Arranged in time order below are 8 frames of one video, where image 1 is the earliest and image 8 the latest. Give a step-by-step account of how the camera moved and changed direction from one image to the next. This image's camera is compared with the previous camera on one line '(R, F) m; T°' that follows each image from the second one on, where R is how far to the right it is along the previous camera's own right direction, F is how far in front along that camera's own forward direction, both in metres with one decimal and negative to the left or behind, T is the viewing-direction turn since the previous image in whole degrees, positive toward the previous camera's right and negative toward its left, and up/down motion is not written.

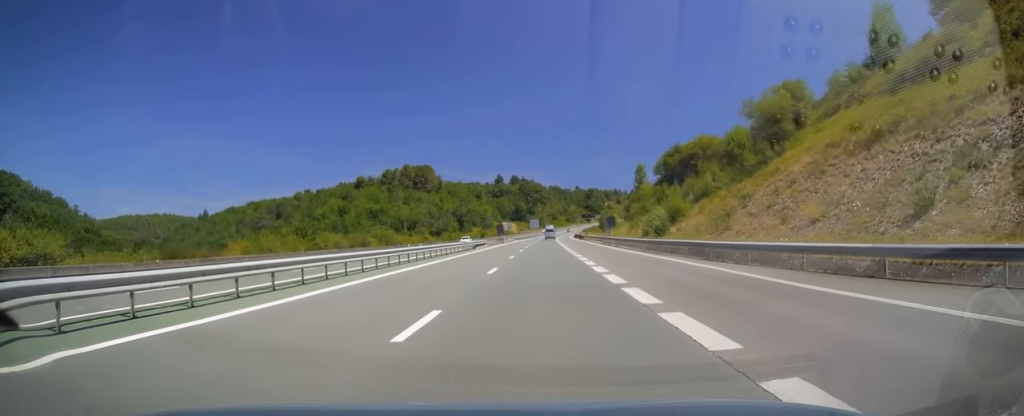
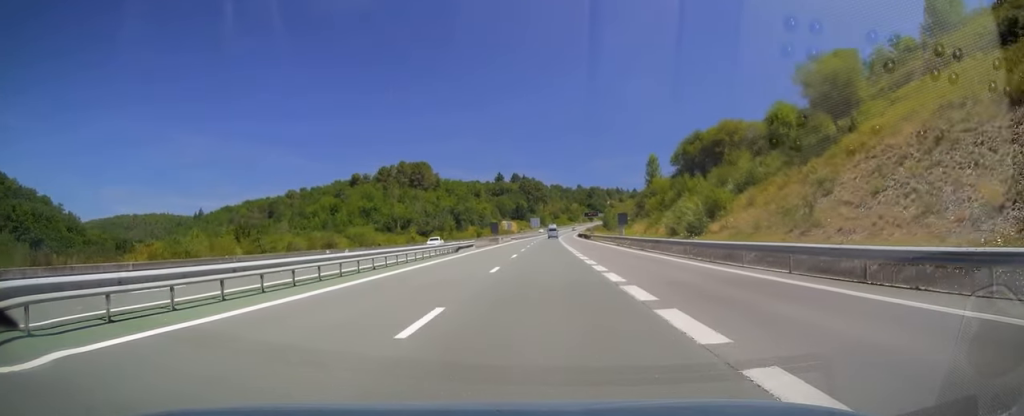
(0.0, +12.8) m; 0°
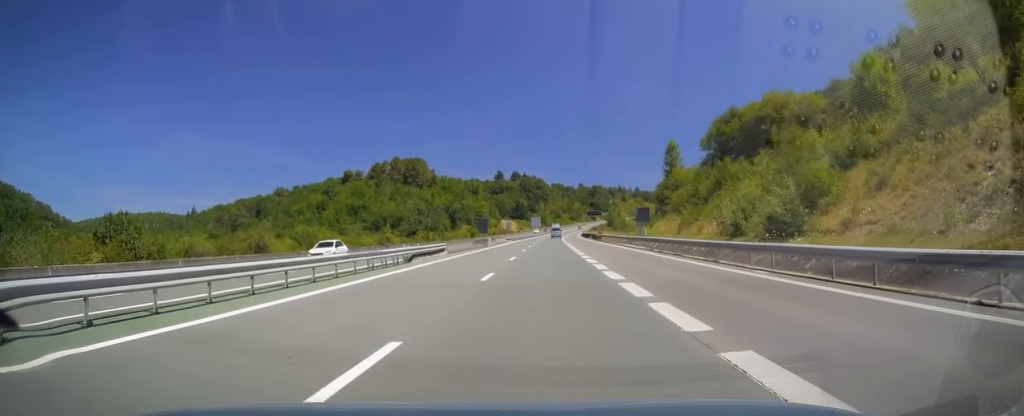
(0.0, +16.7) m; 0°
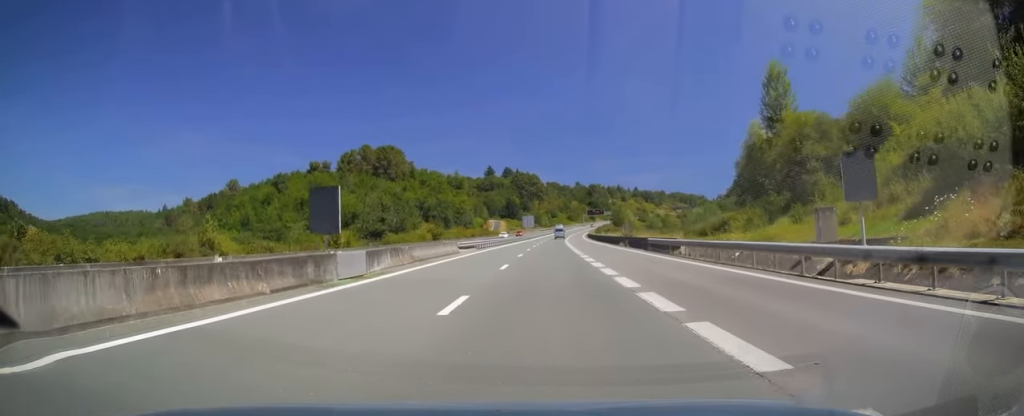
(+0.1, +46.1) m; 0°
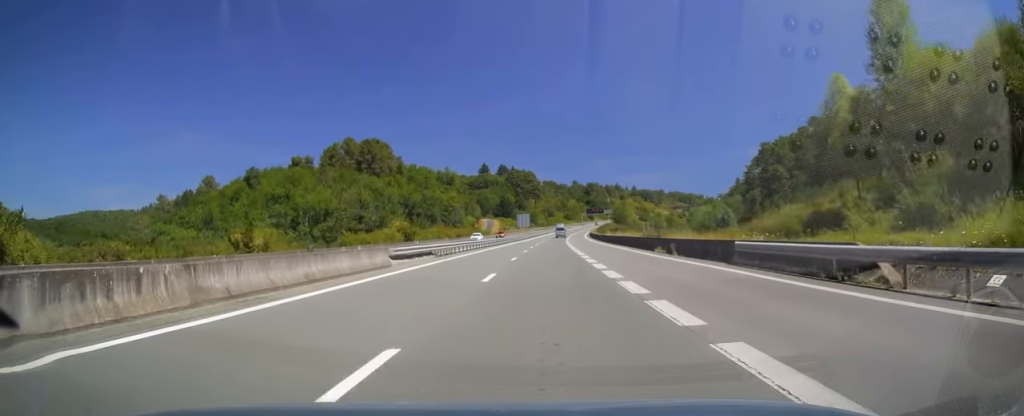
(0.0, +19.2) m; 0°
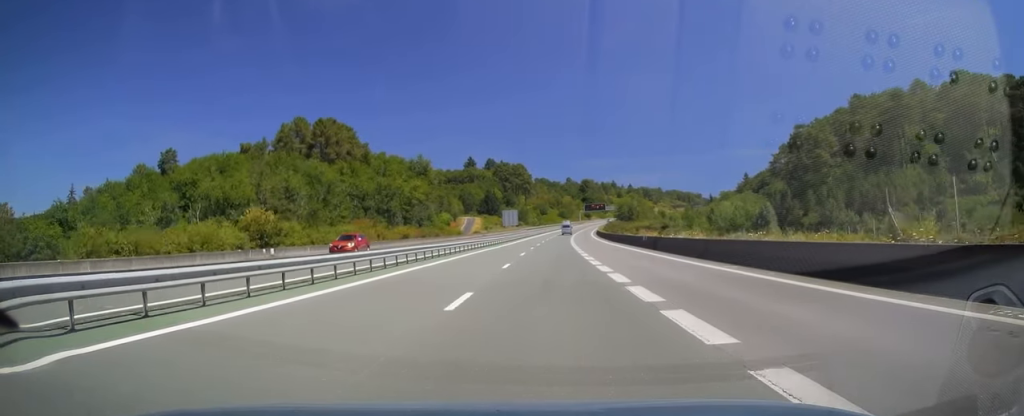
(+0.4, +45.2) m; +1°
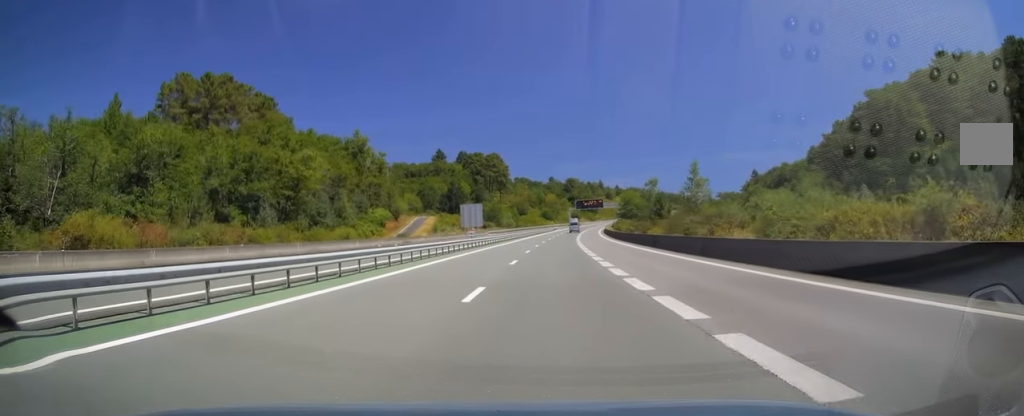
(+0.5, +63.8) m; +2°
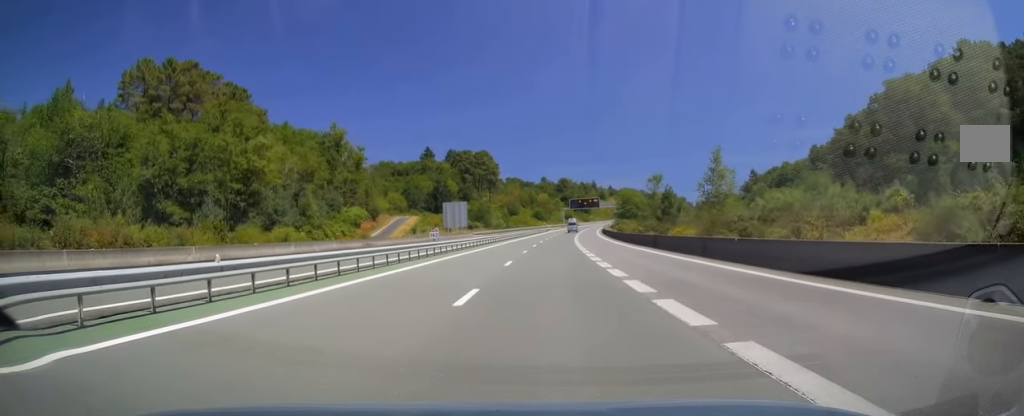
(0.0, +13.7) m; +1°
